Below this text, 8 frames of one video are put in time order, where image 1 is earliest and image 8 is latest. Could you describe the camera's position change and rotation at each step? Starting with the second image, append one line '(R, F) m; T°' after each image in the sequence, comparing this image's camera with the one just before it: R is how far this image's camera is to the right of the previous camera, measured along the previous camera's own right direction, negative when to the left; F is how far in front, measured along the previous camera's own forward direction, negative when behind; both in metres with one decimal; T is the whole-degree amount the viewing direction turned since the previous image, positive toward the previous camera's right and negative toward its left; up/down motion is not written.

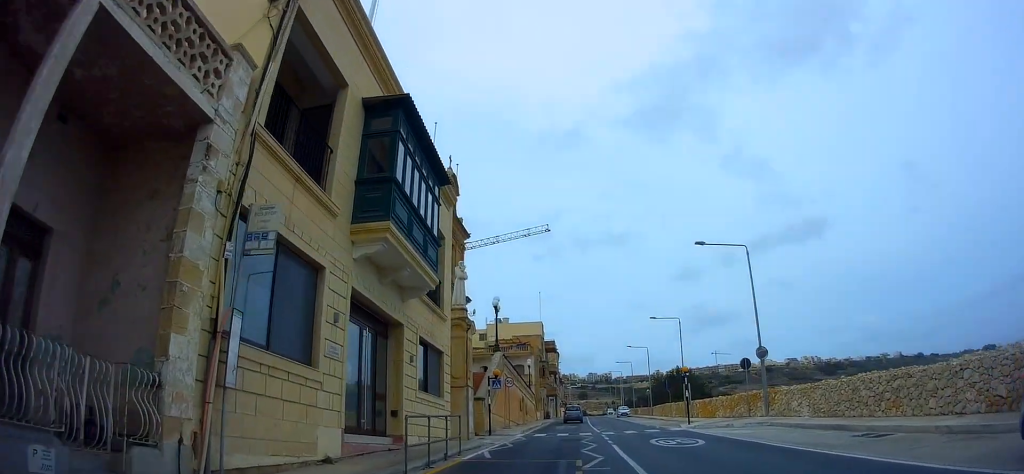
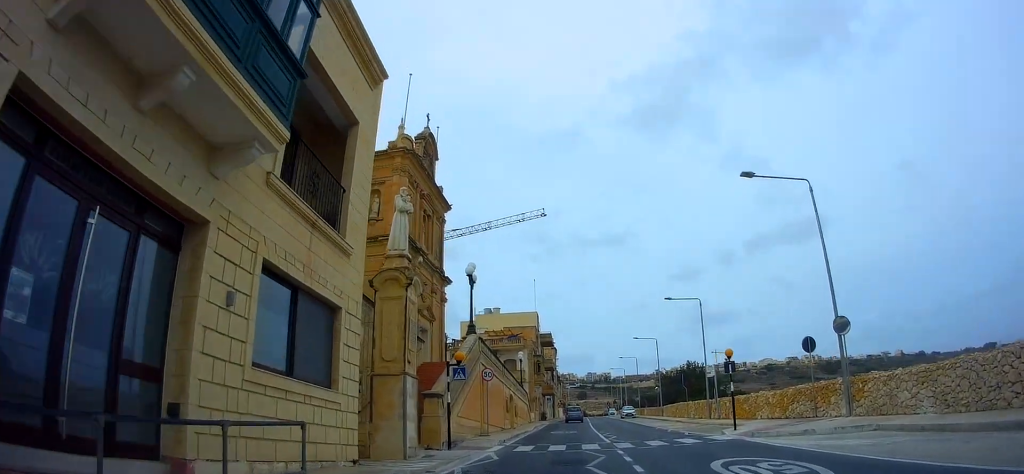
(0.0, +8.0) m; 0°
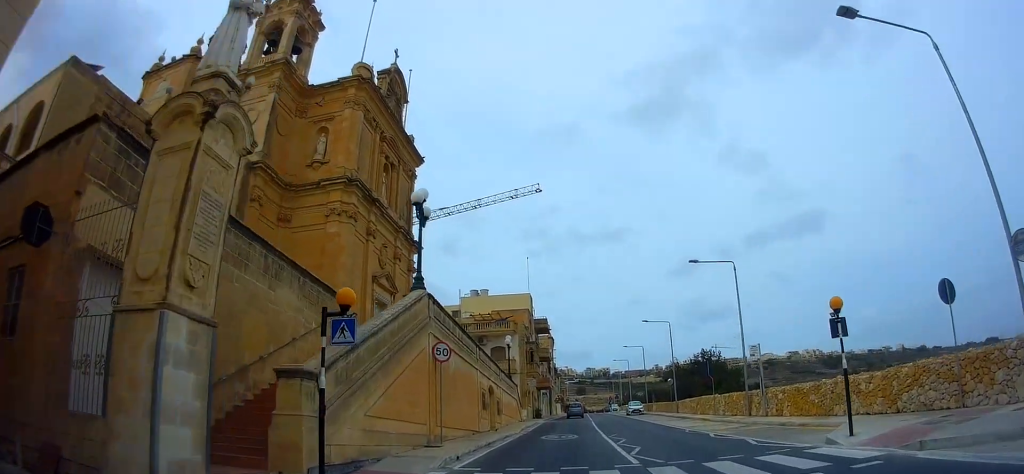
(0.0, +8.6) m; 0°
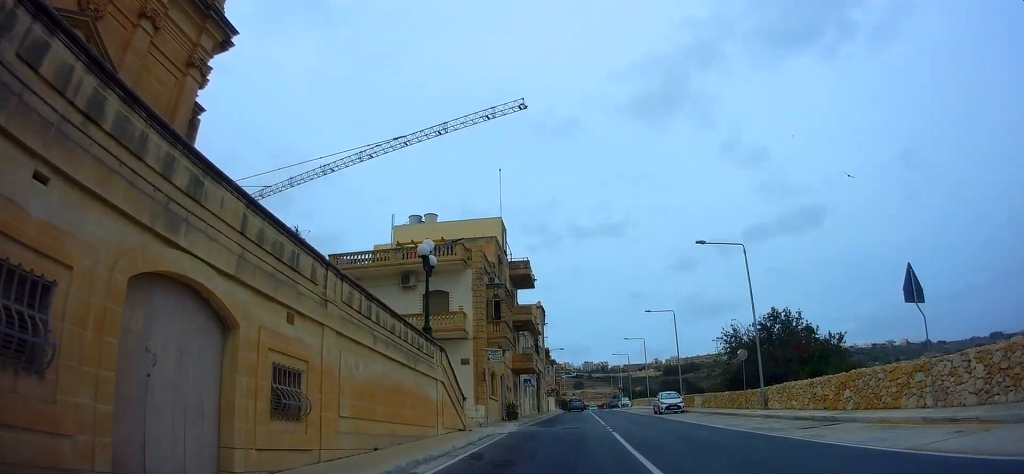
(0.0, +22.1) m; 0°
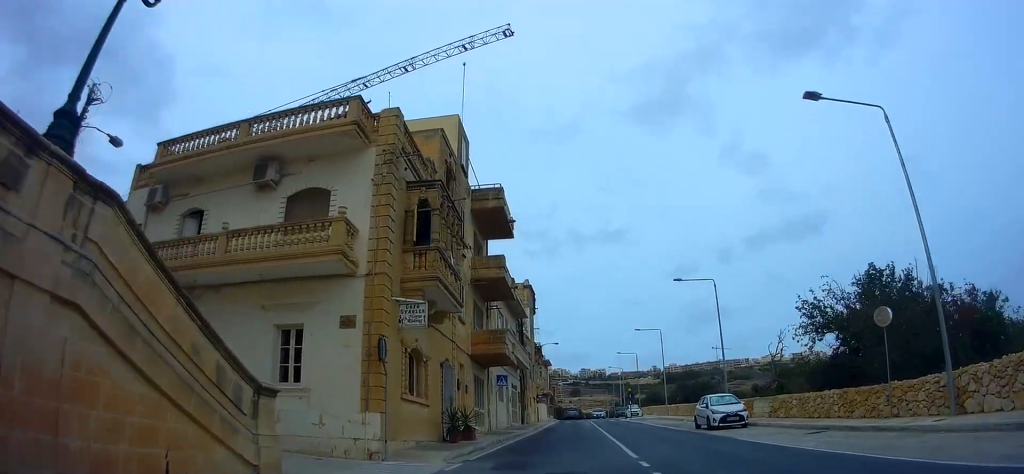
(0.0, +13.9) m; 0°
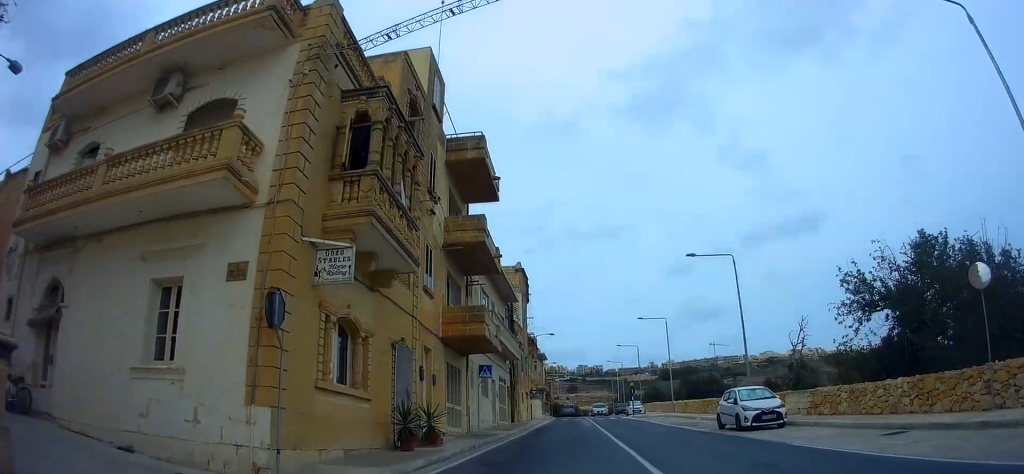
(0.0, +4.5) m; 0°
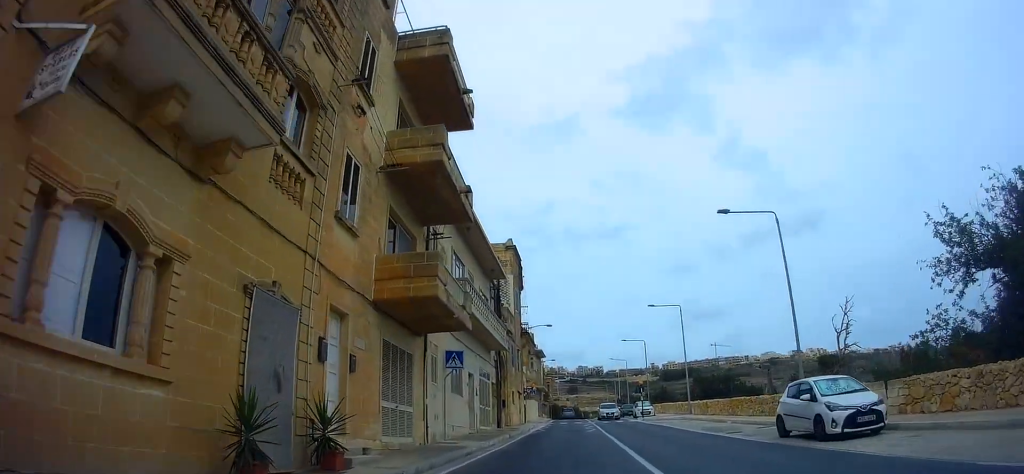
(0.0, +6.3) m; 0°
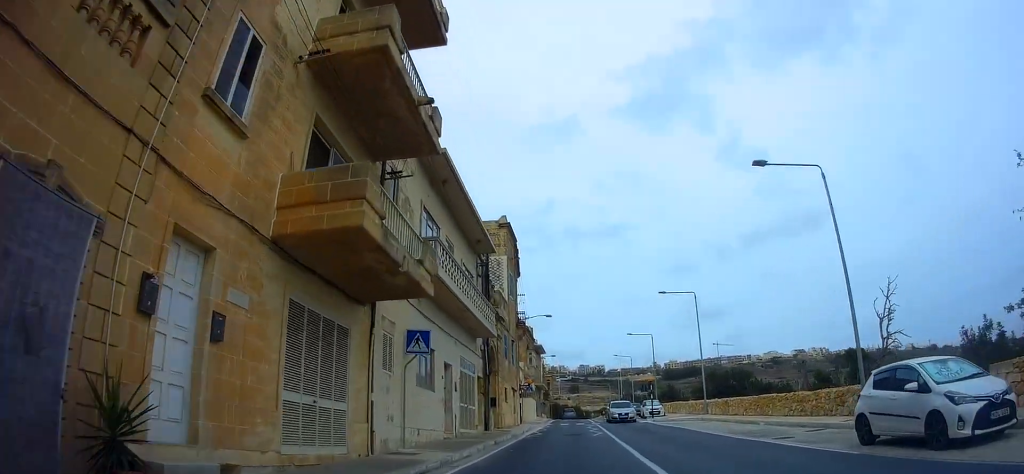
(0.0, +4.3) m; 0°
